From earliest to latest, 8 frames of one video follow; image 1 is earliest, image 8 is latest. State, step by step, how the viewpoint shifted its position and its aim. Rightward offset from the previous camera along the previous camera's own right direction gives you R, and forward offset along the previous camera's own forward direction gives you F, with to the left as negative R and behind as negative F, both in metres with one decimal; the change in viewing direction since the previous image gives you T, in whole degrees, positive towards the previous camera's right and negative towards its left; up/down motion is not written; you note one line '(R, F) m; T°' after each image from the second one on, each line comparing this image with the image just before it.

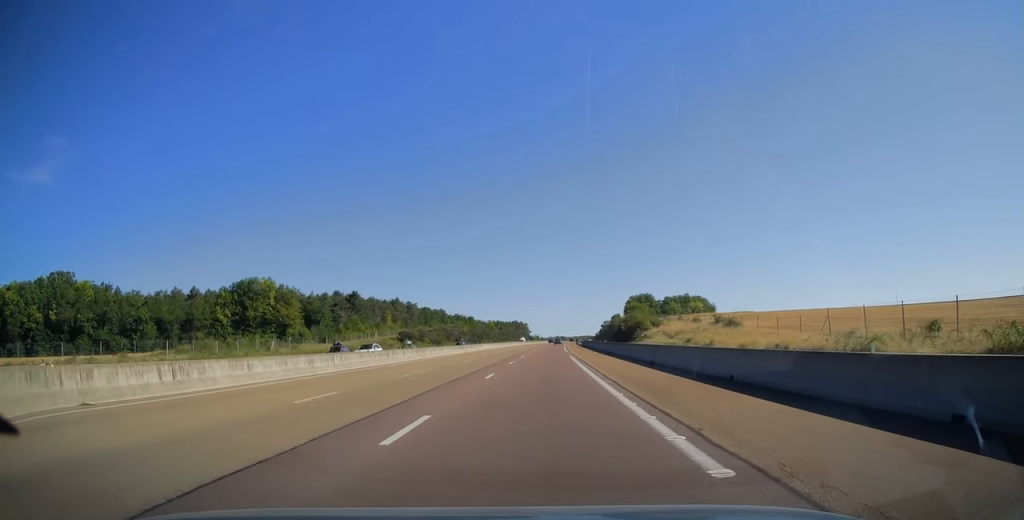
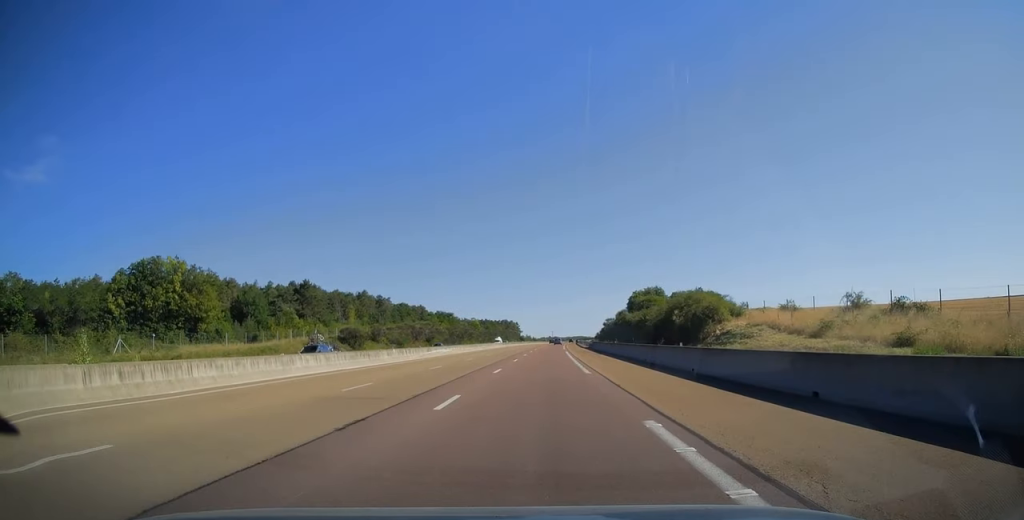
(+0.3, +34.7) m; +1°
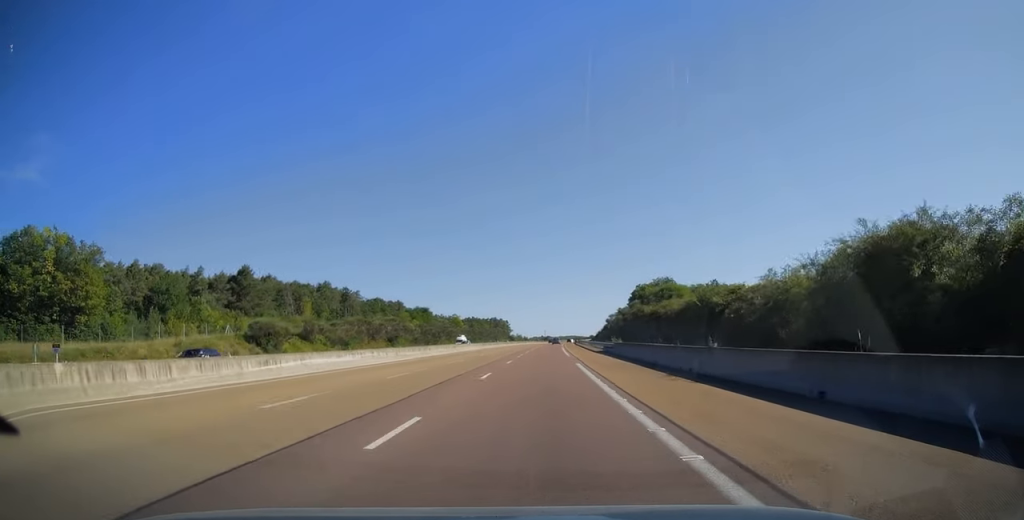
(+0.2, +30.2) m; +1°
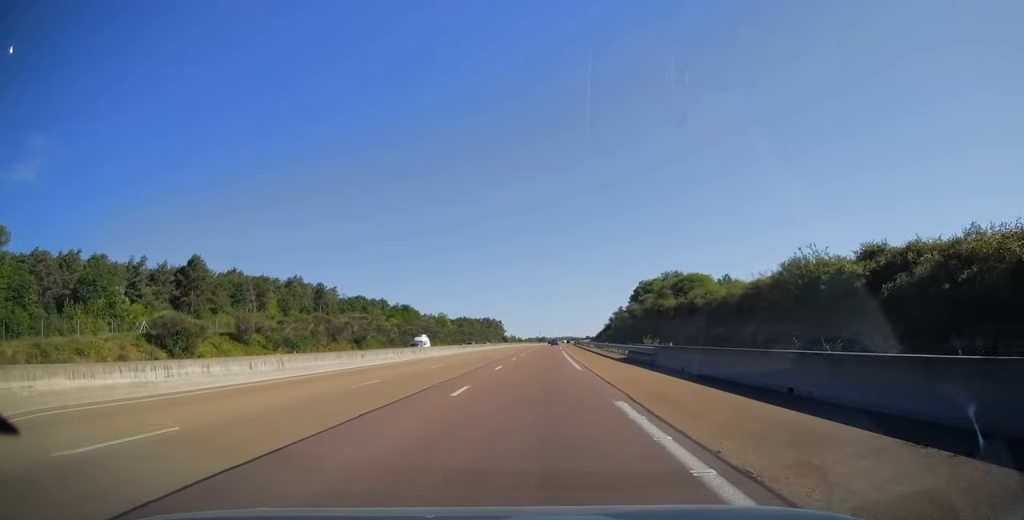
(0.0, +18.7) m; 0°
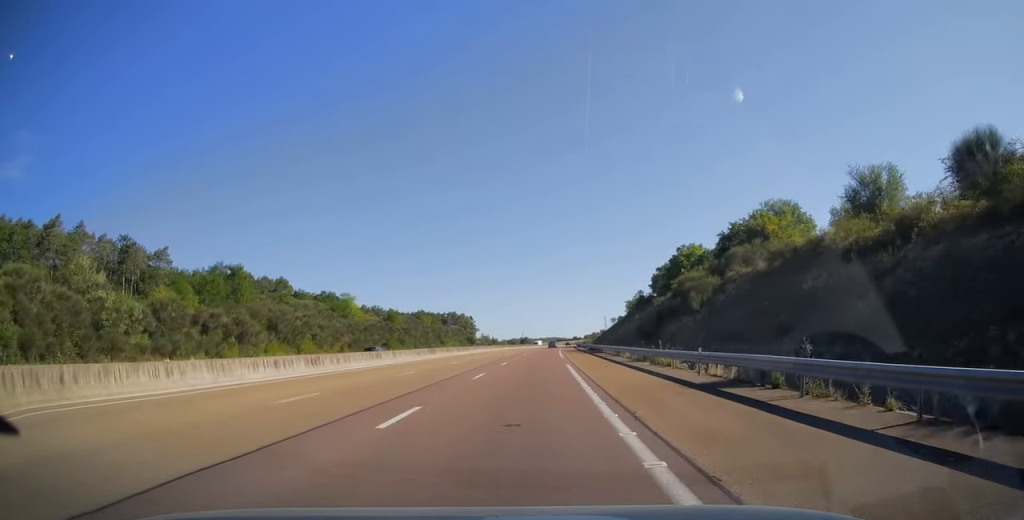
(+1.2, +82.9) m; +1°
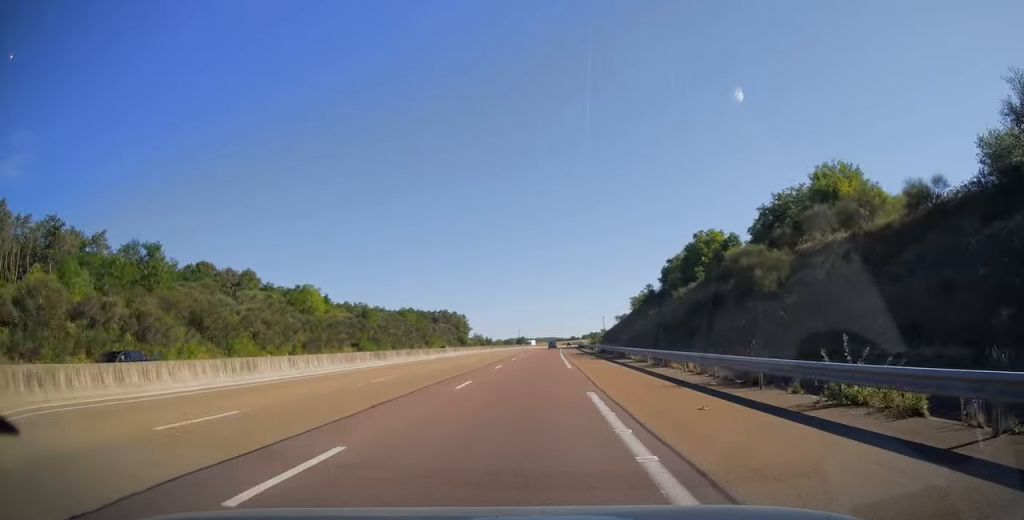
(0.0, +17.7) m; 0°
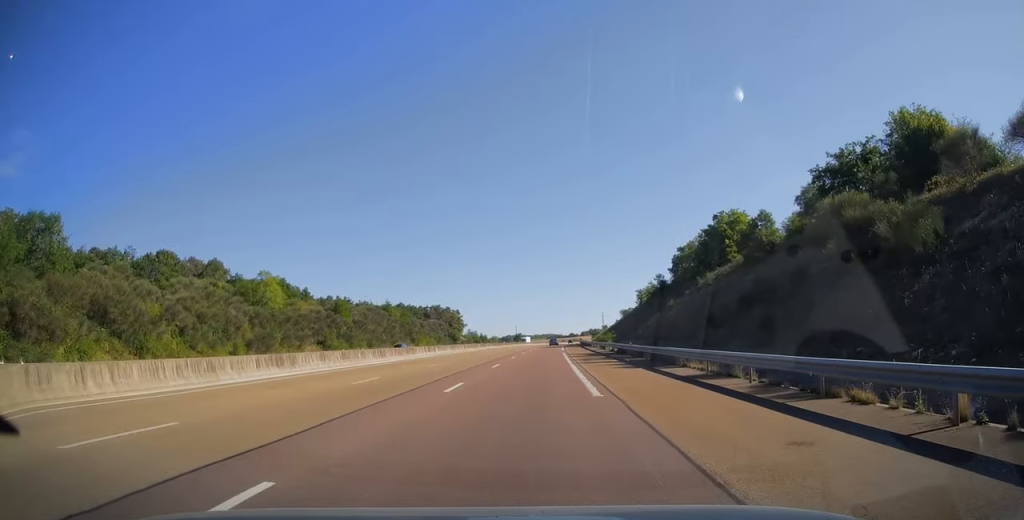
(-0.1, +15.2) m; 0°
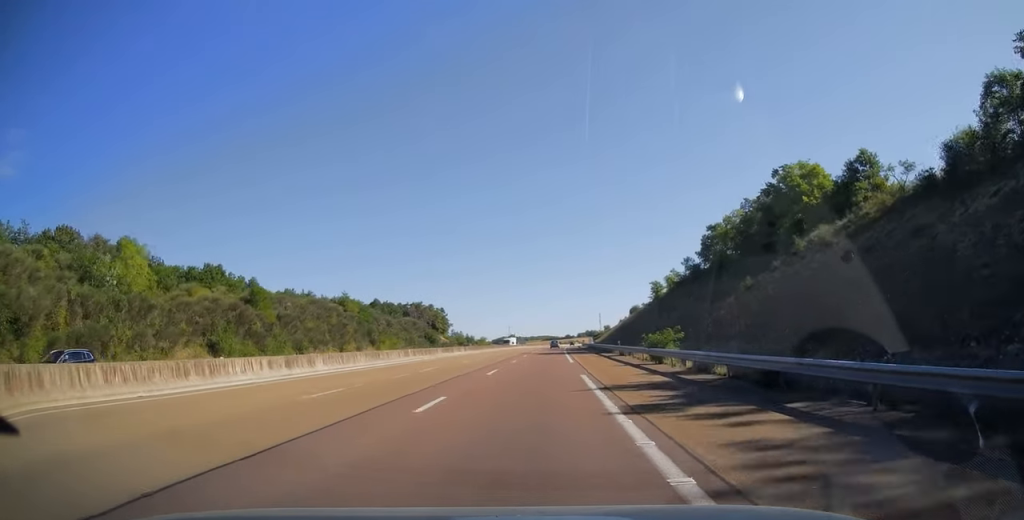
(+0.3, +29.7) m; +1°
